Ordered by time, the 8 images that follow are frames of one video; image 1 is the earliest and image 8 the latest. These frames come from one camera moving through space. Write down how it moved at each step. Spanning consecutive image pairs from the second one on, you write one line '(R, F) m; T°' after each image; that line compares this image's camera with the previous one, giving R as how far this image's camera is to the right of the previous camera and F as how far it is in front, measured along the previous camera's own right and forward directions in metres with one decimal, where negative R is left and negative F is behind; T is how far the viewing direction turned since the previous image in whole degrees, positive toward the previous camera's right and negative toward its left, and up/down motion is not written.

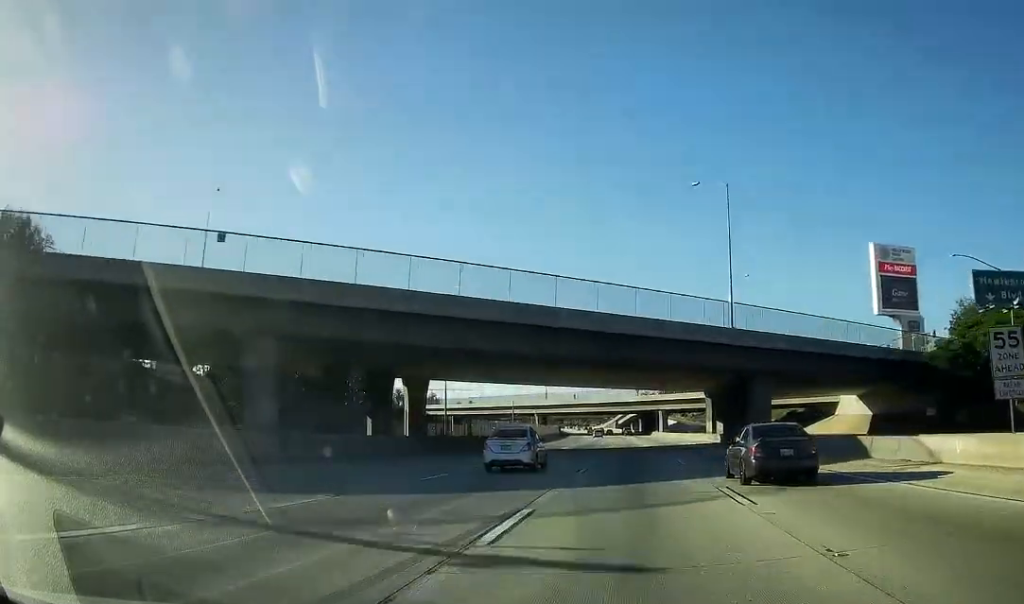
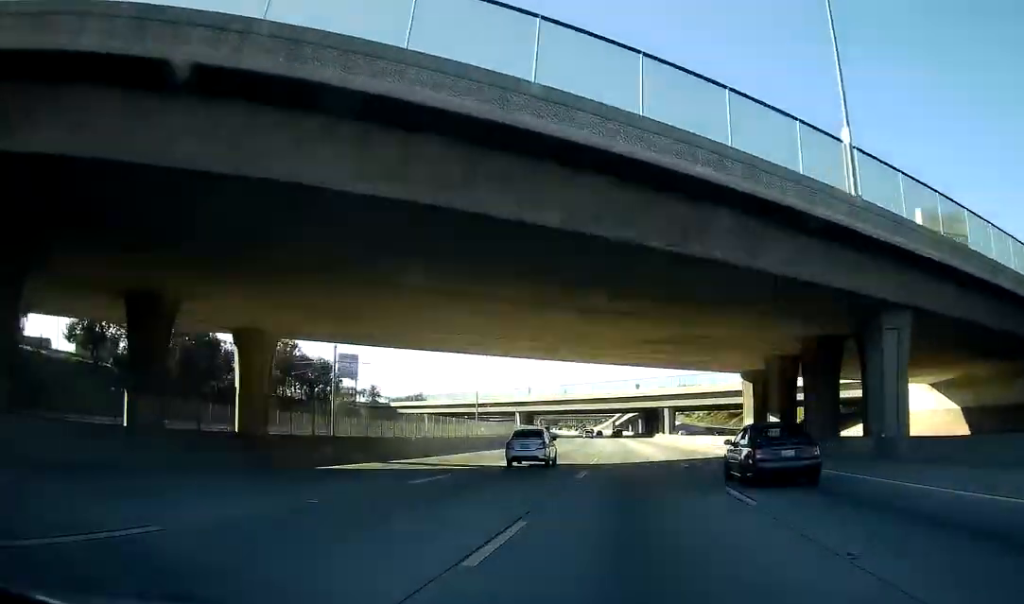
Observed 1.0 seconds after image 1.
(0.0, +31.0) m; 0°
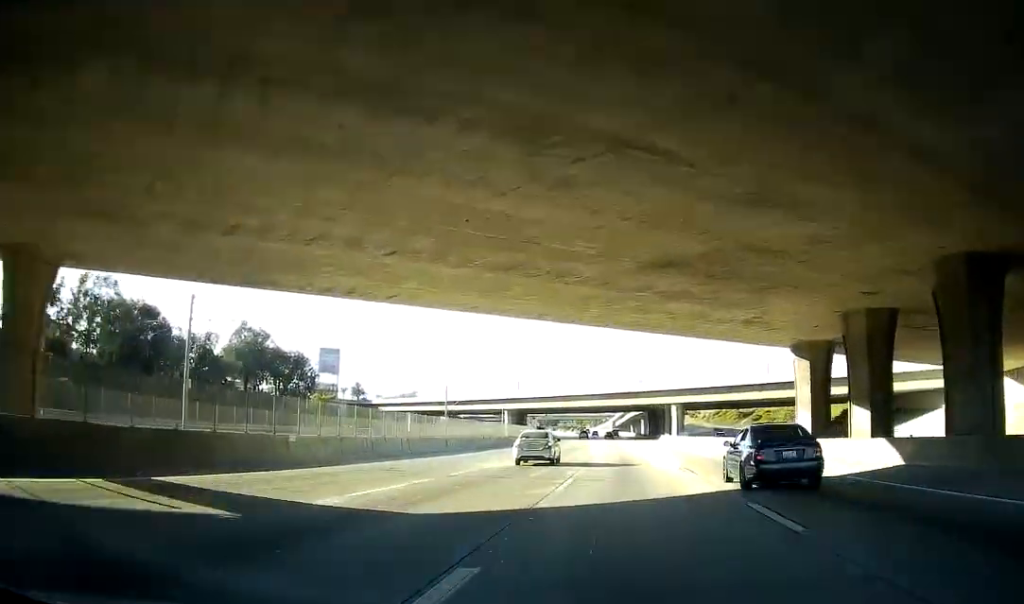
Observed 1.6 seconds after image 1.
(0.0, +17.9) m; 0°
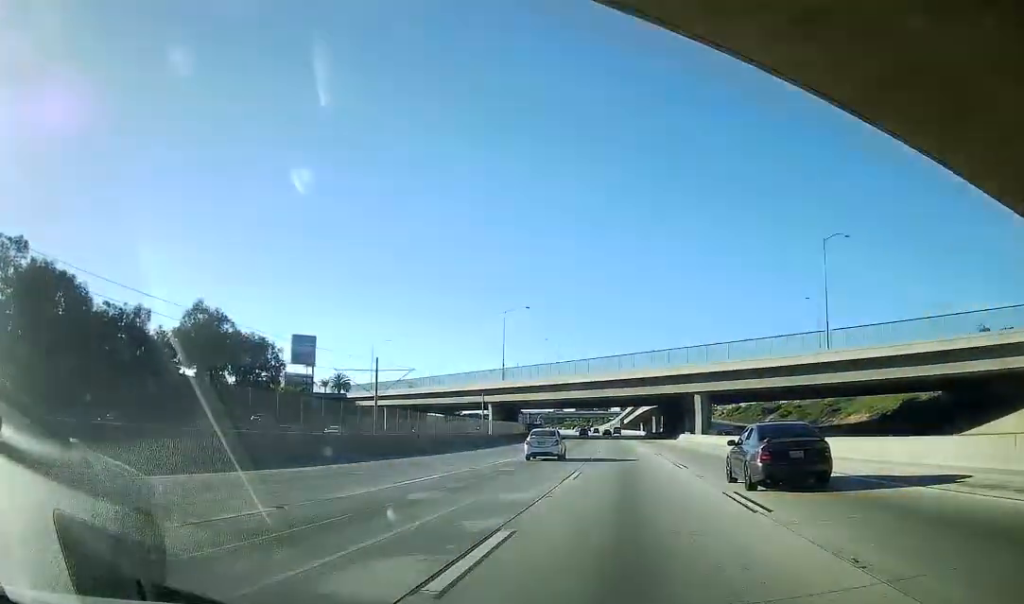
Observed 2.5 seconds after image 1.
(0.0, +26.8) m; 0°
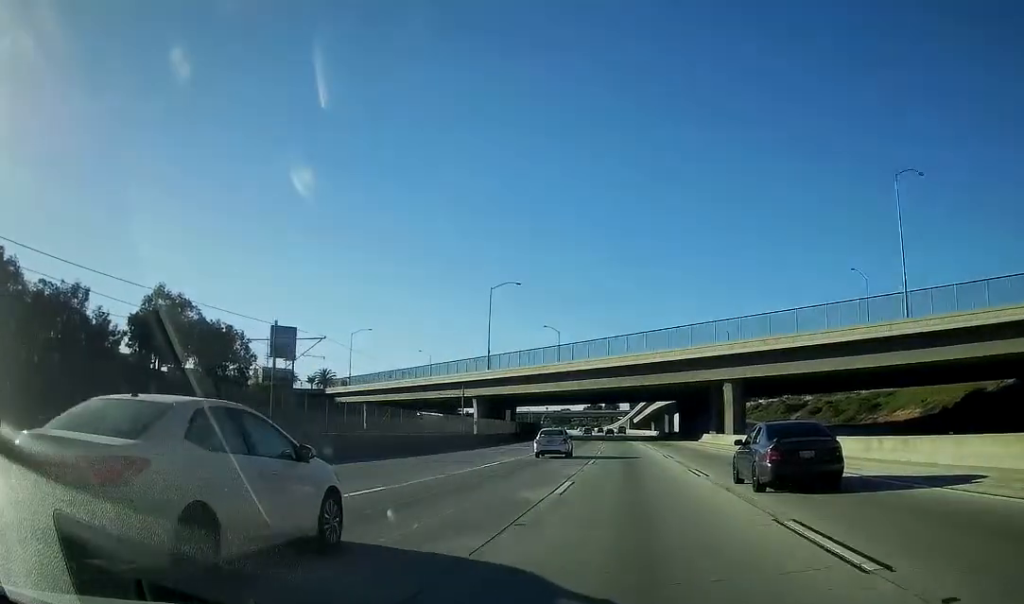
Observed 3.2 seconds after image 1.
(0.0, +18.9) m; -1°
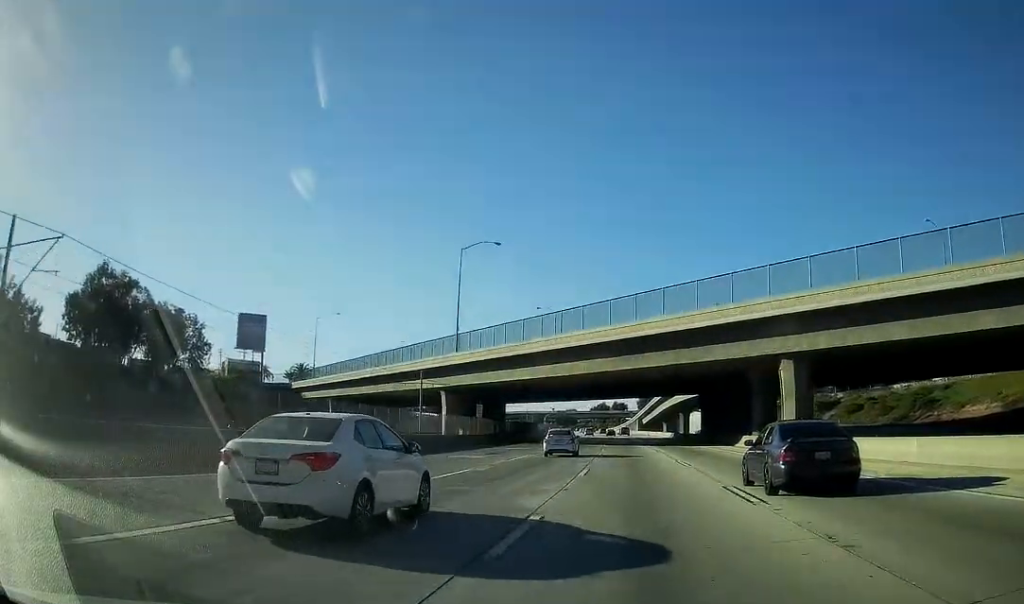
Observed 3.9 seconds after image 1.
(-0.3, +22.9) m; -1°
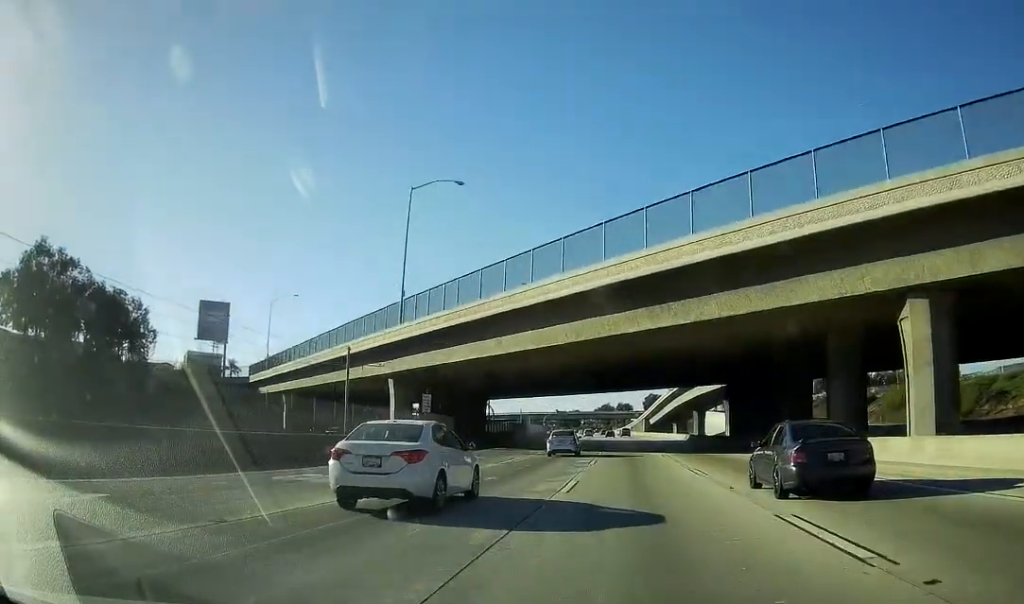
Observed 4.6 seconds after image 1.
(-0.2, +20.9) m; 0°
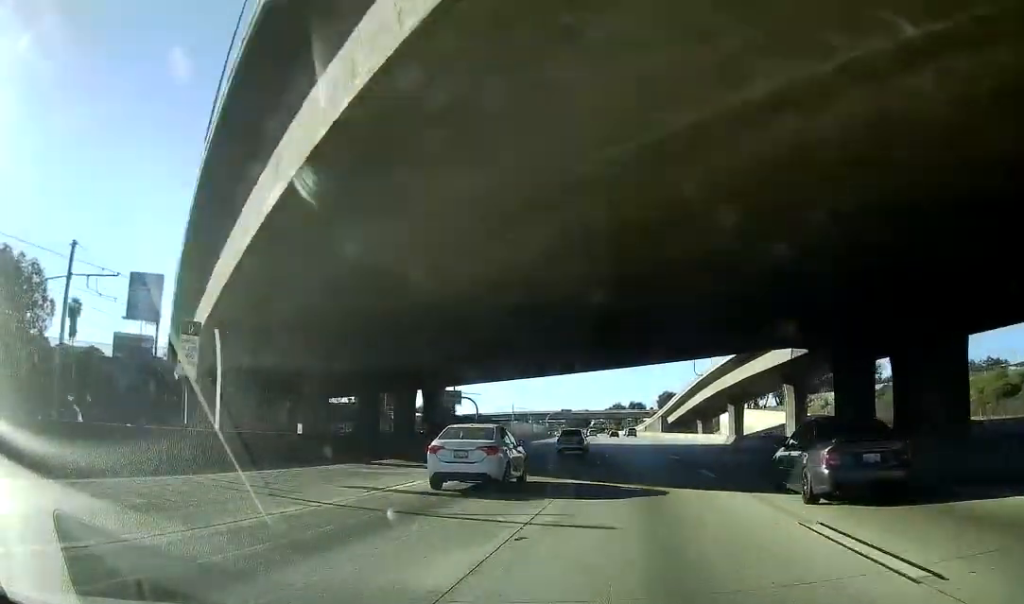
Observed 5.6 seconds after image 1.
(+0.2, +29.9) m; 0°
